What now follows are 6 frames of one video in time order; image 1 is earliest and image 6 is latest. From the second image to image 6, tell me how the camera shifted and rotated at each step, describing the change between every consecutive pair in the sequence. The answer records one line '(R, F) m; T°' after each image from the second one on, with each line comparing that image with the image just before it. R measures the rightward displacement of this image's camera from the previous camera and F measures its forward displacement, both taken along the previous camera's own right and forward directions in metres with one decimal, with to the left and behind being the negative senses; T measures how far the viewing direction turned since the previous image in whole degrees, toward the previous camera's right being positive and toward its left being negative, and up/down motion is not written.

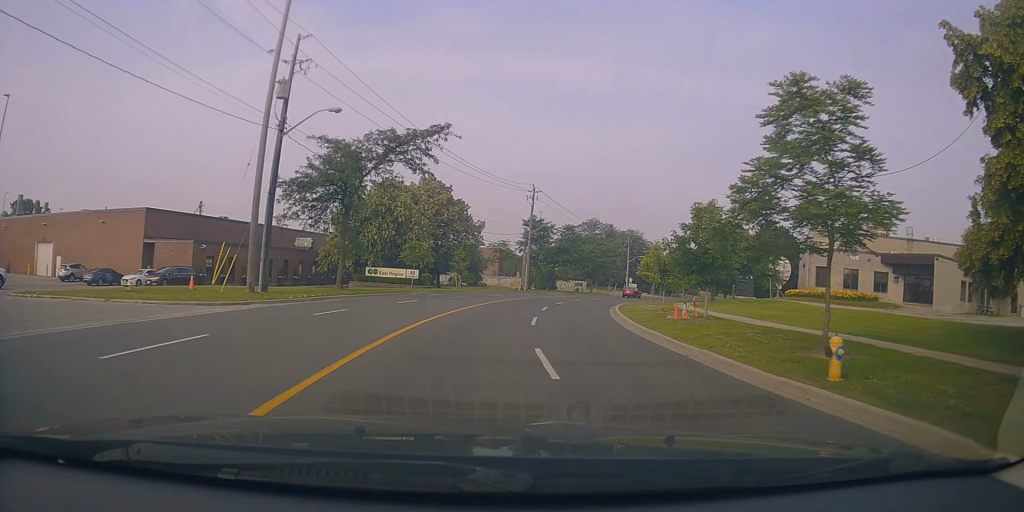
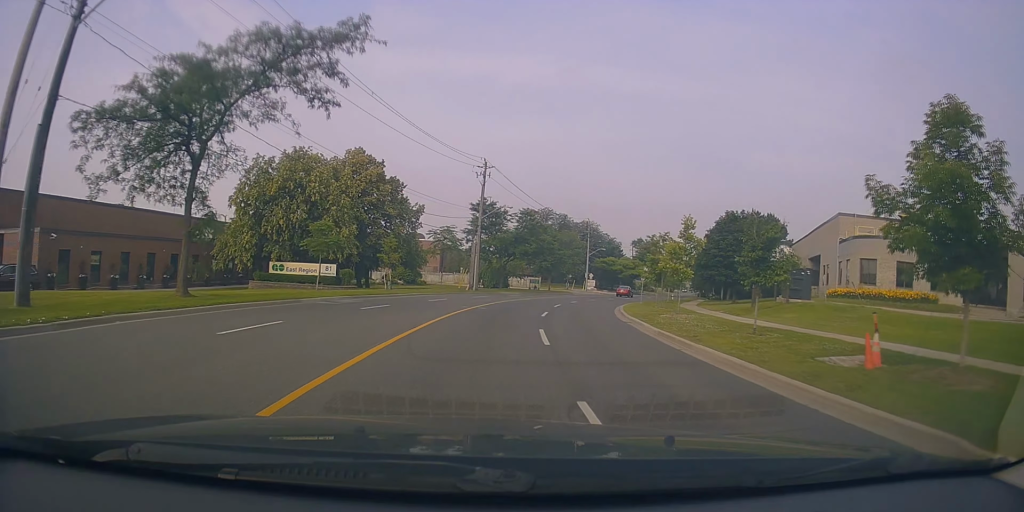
(+1.1, +14.0) m; +8°
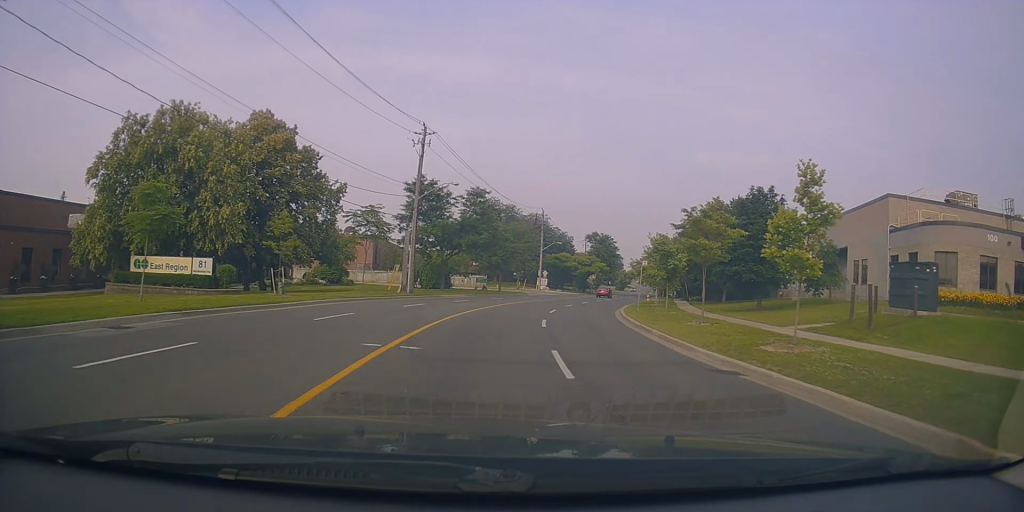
(+0.8, +13.2) m; +7°
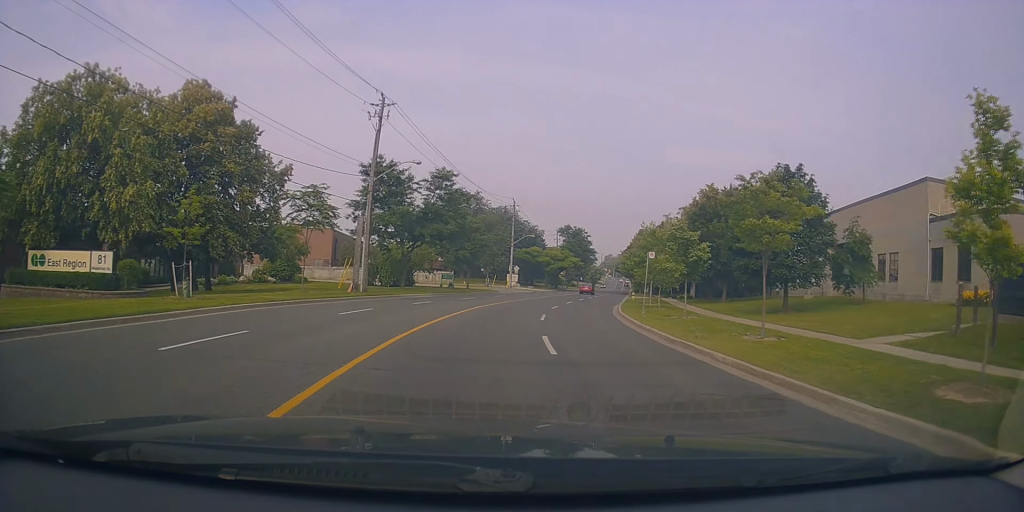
(-0.1, +6.9) m; +4°
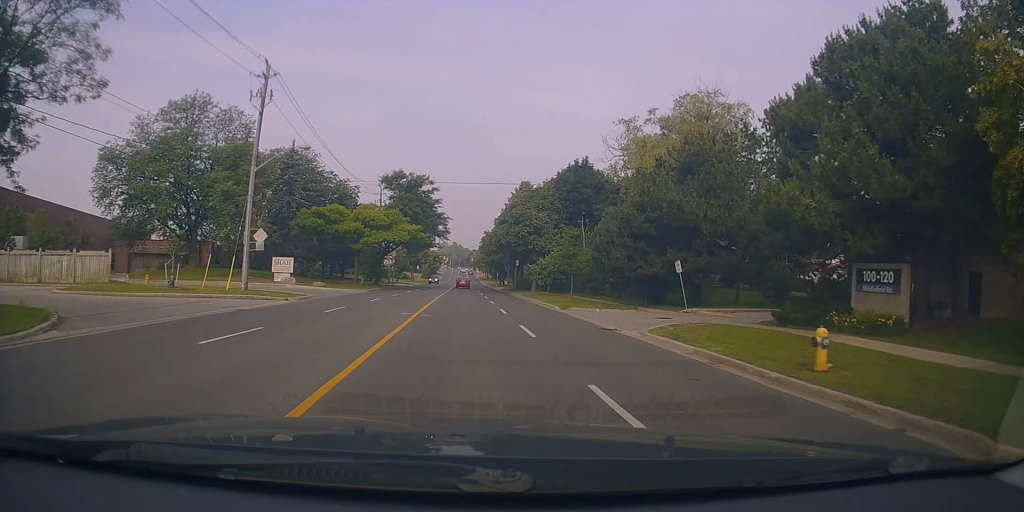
(+10.8, +50.4) m; +20°
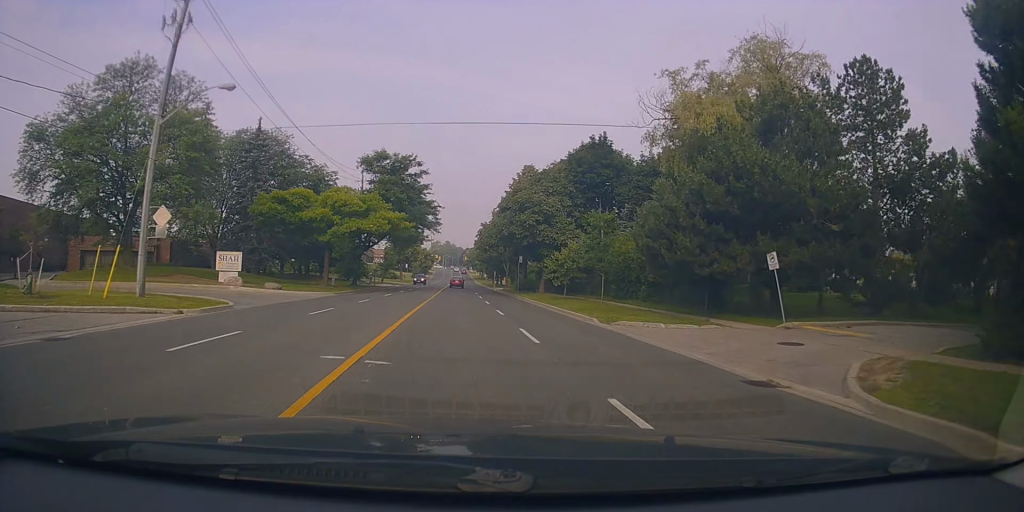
(0.0, +10.2) m; +1°
